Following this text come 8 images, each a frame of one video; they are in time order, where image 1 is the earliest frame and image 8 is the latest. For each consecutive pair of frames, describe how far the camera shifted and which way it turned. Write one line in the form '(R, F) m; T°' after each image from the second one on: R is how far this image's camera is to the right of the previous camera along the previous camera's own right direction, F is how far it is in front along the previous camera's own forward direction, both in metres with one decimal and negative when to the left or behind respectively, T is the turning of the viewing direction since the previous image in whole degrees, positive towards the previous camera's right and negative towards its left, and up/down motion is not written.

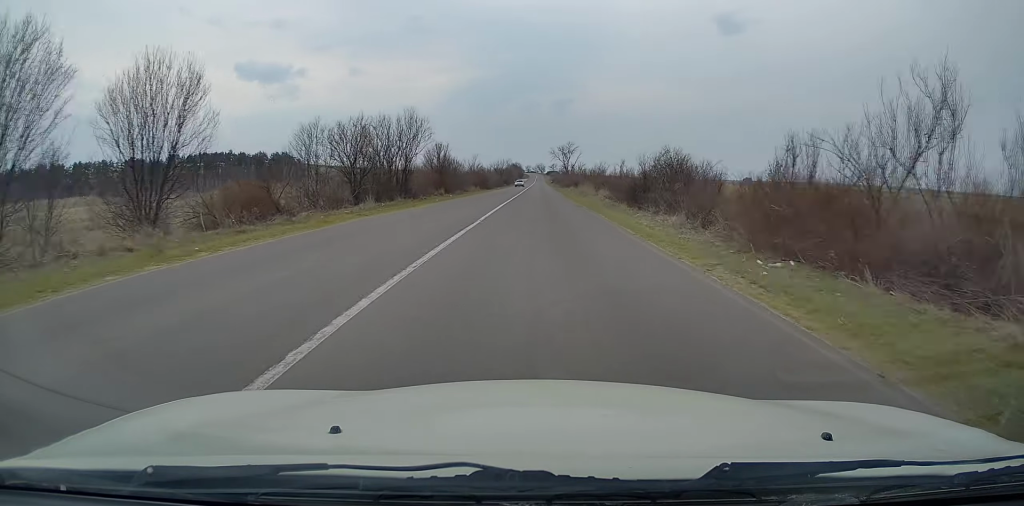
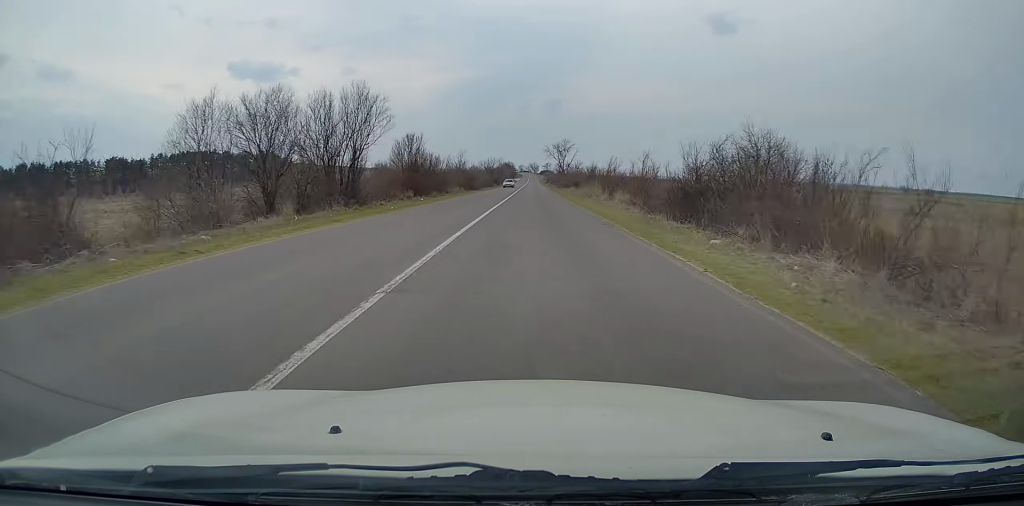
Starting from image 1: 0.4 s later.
(+0.1, +11.9) m; +1°
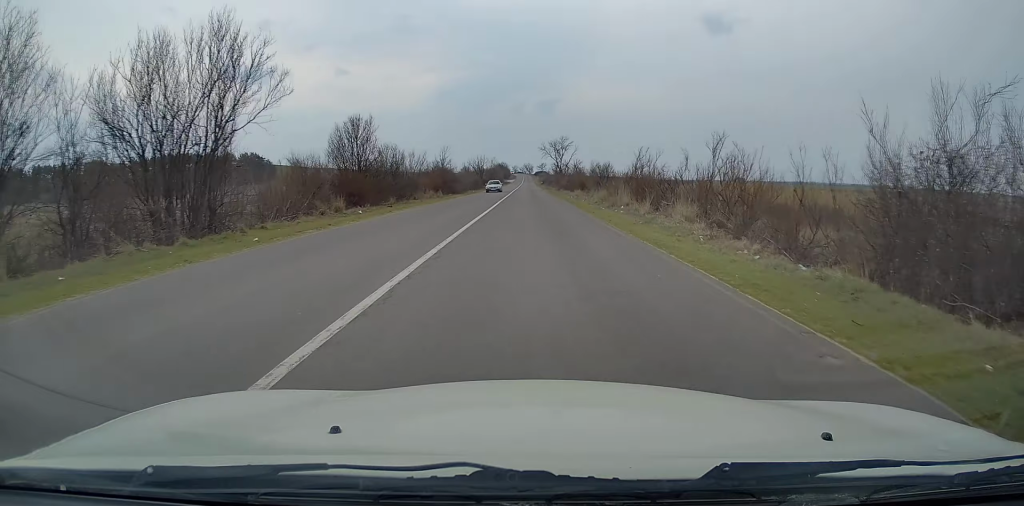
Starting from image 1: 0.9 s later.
(+0.1, +15.1) m; 0°
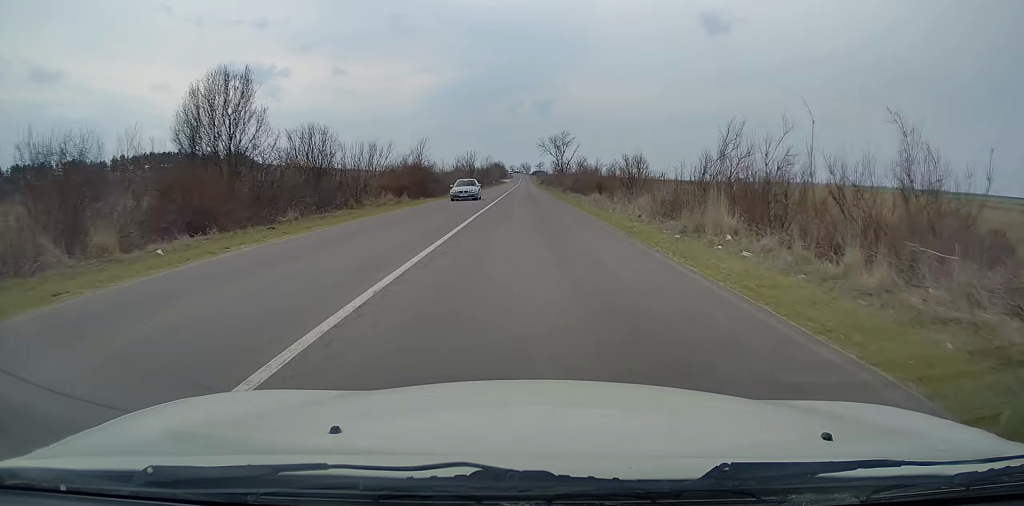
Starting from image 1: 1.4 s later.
(0.0, +16.1) m; 0°
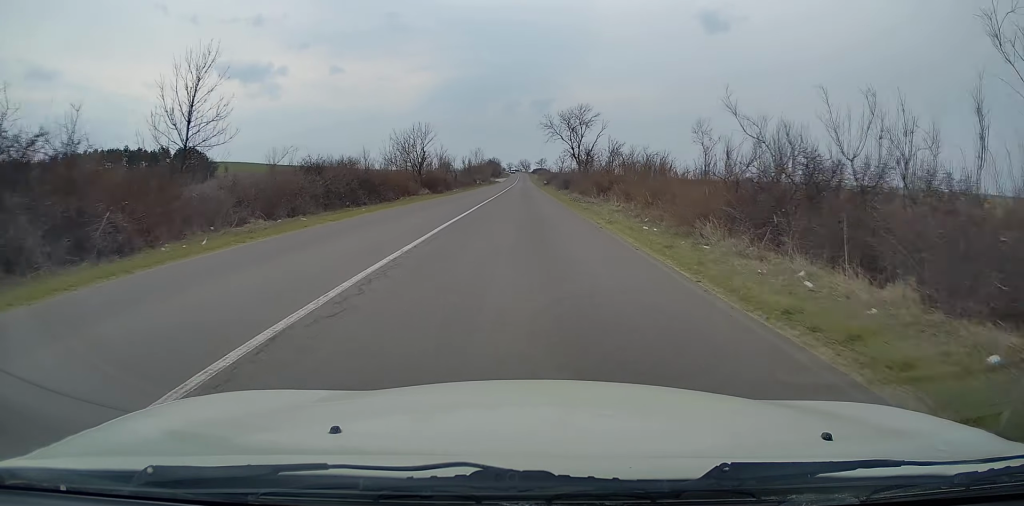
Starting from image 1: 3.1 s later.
(+0.3, +49.5) m; 0°
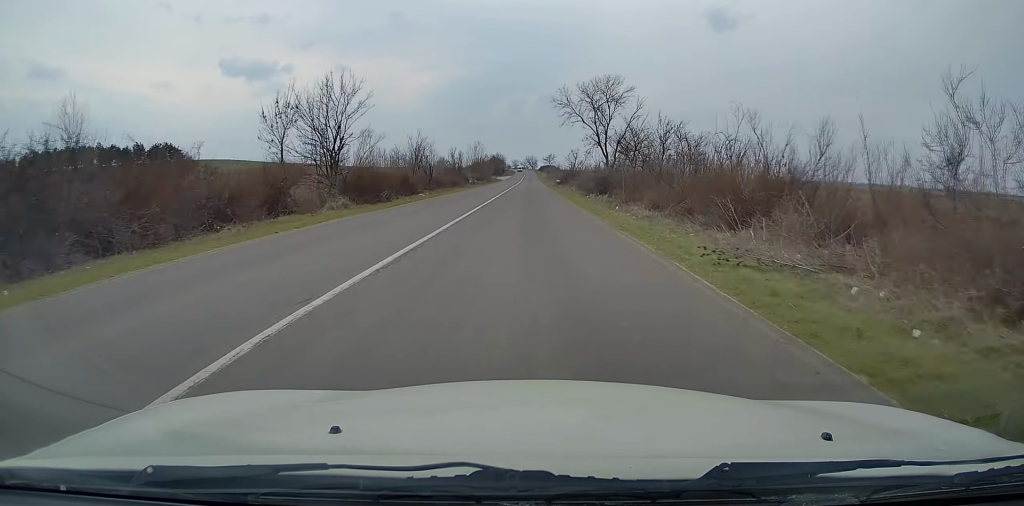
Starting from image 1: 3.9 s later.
(0.0, +26.1) m; 0°
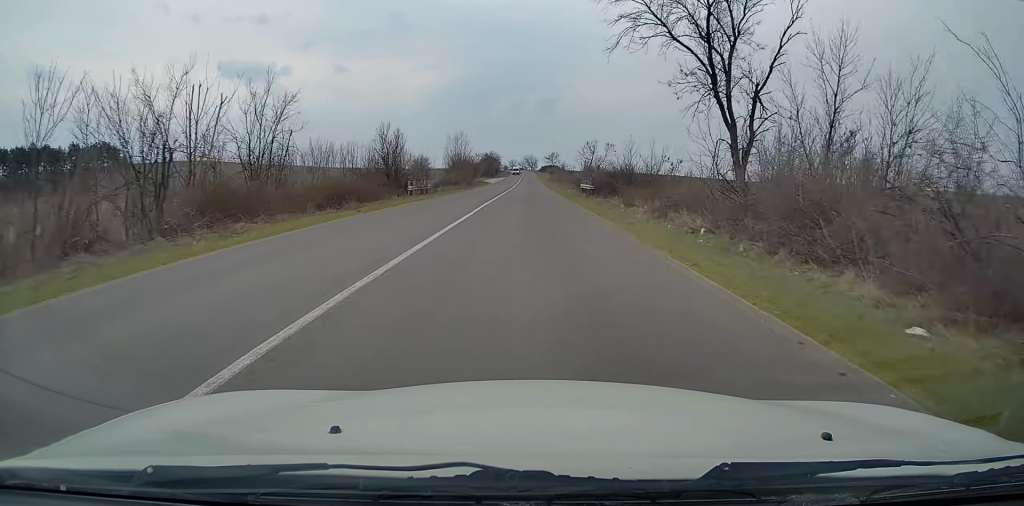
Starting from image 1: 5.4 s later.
(-0.4, +43.5) m; -1°
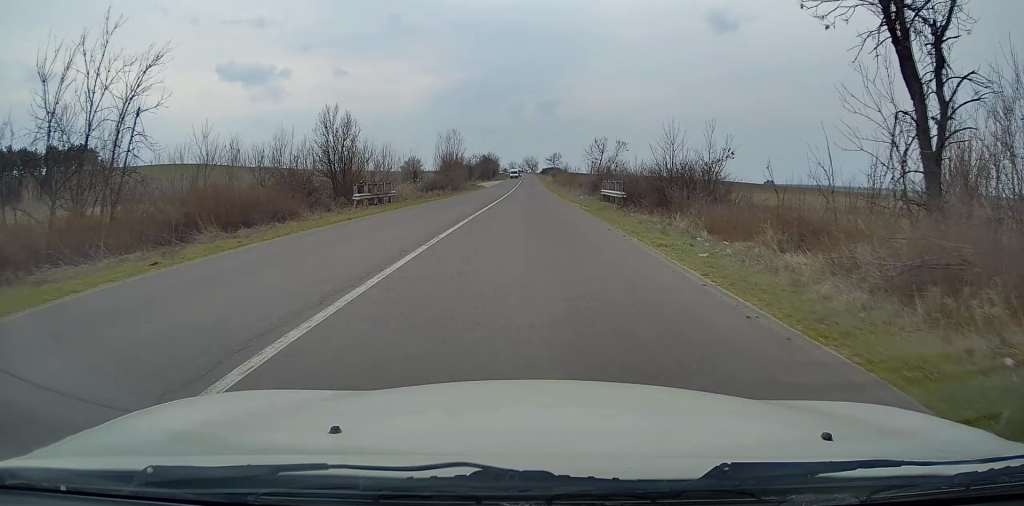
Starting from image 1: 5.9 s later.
(0.0, +13.6) m; 0°
